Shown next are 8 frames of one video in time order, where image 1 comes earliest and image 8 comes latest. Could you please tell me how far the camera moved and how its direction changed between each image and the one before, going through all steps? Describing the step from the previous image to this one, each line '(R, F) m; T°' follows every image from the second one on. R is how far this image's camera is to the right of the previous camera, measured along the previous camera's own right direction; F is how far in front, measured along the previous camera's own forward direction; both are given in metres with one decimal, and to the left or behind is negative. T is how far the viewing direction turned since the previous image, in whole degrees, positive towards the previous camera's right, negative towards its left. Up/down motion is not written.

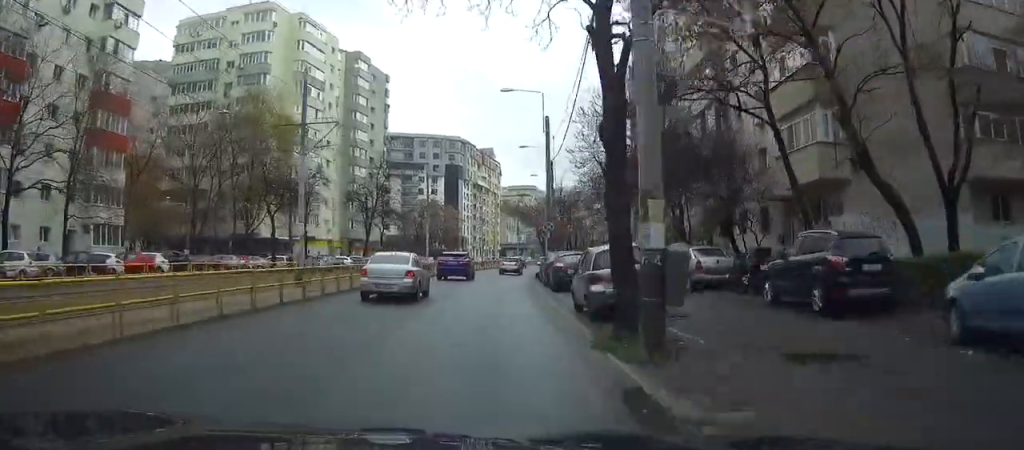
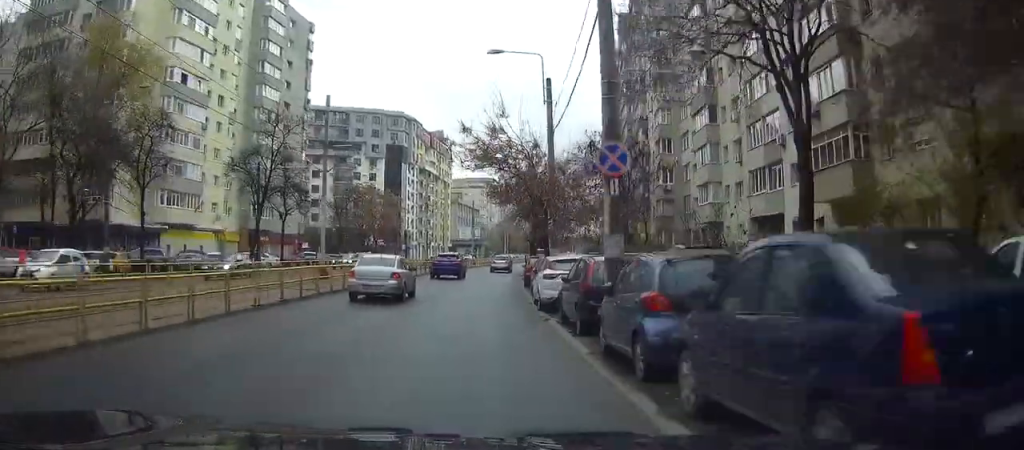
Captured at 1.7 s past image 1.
(+0.7, +24.3) m; +2°
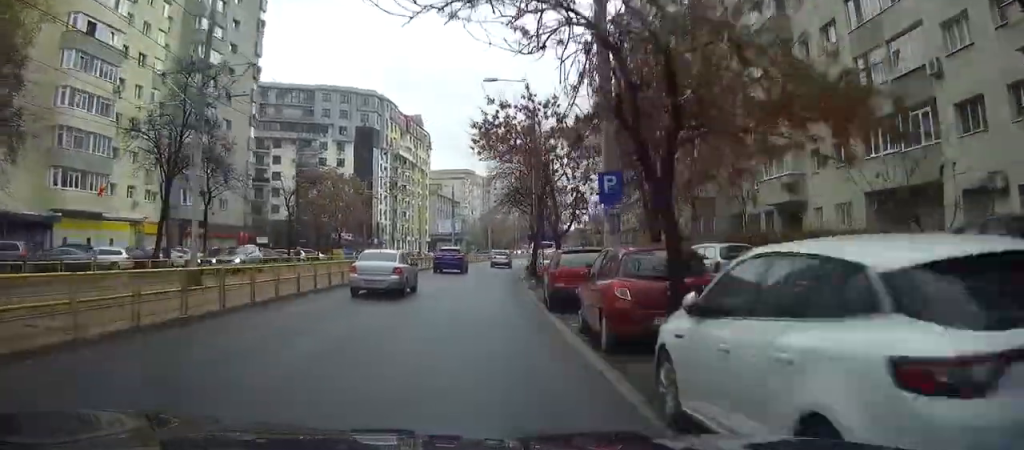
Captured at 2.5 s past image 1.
(0.0, +14.6) m; +1°
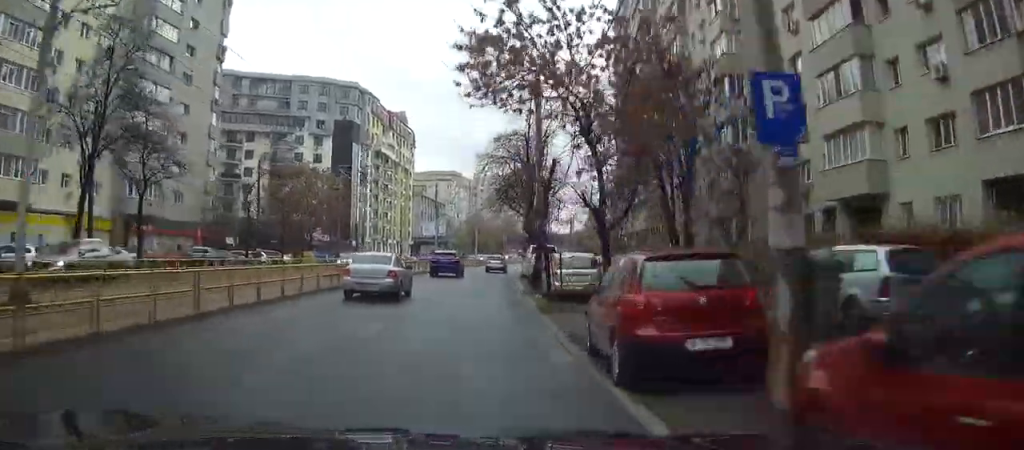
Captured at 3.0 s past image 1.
(0.0, +8.6) m; +1°
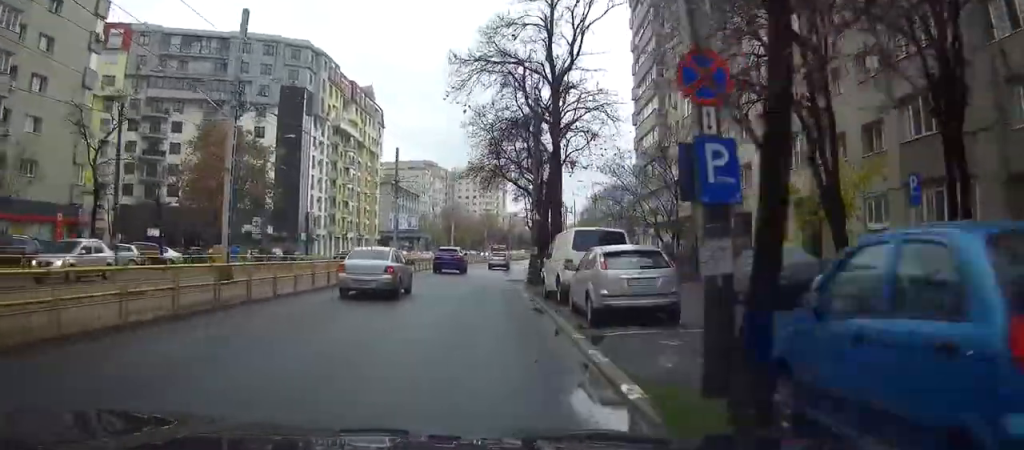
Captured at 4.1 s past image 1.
(+0.4, +21.7) m; +2°
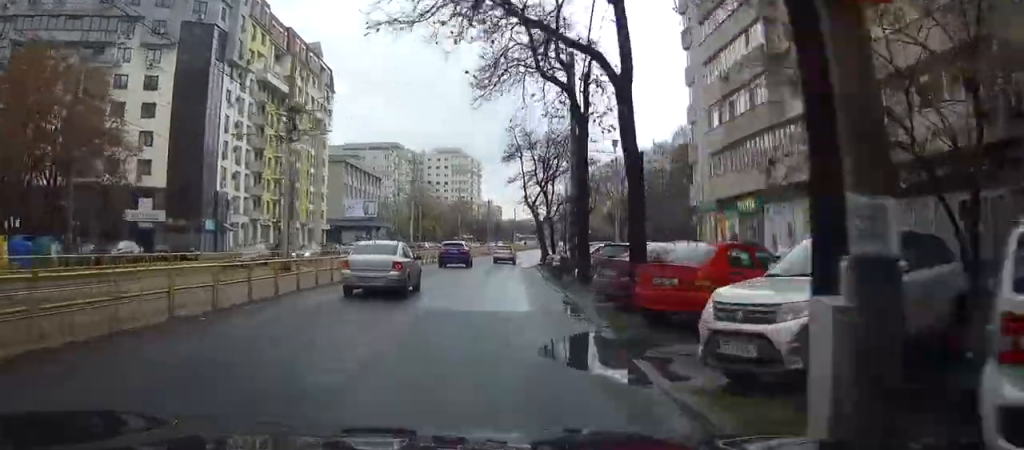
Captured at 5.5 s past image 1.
(+0.6, +27.8) m; +2°
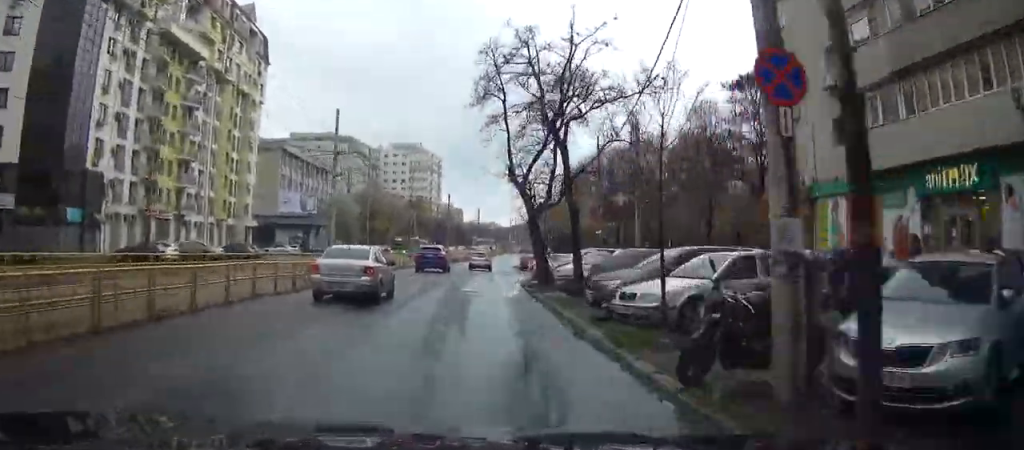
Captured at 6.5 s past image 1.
(+0.2, +21.1) m; +2°
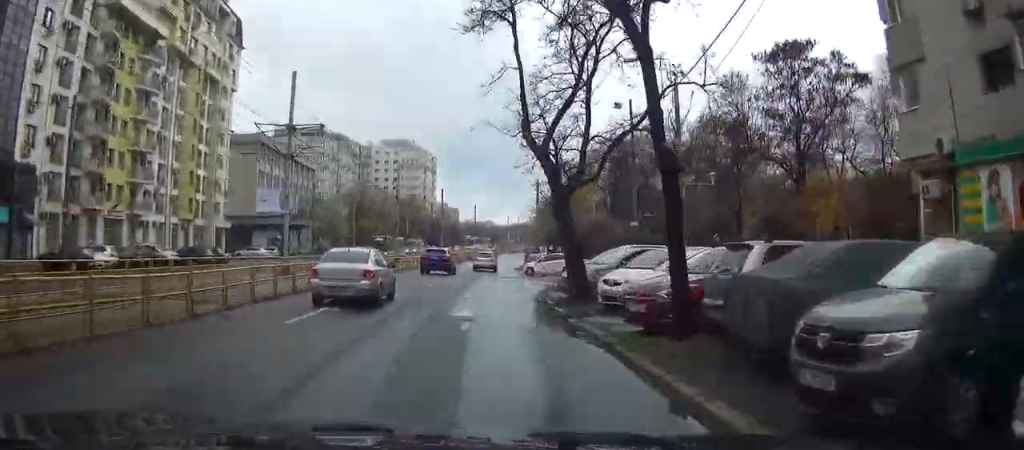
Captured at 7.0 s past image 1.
(+0.2, +10.0) m; +1°
